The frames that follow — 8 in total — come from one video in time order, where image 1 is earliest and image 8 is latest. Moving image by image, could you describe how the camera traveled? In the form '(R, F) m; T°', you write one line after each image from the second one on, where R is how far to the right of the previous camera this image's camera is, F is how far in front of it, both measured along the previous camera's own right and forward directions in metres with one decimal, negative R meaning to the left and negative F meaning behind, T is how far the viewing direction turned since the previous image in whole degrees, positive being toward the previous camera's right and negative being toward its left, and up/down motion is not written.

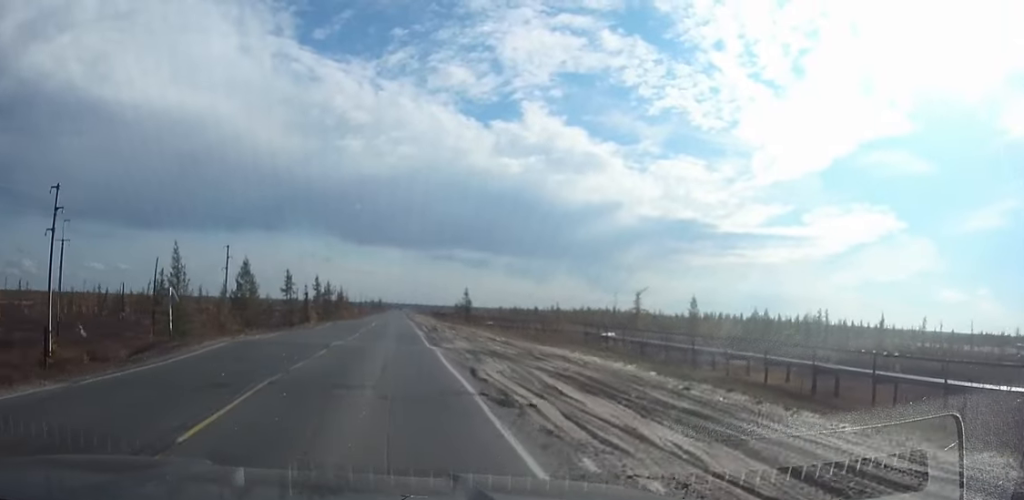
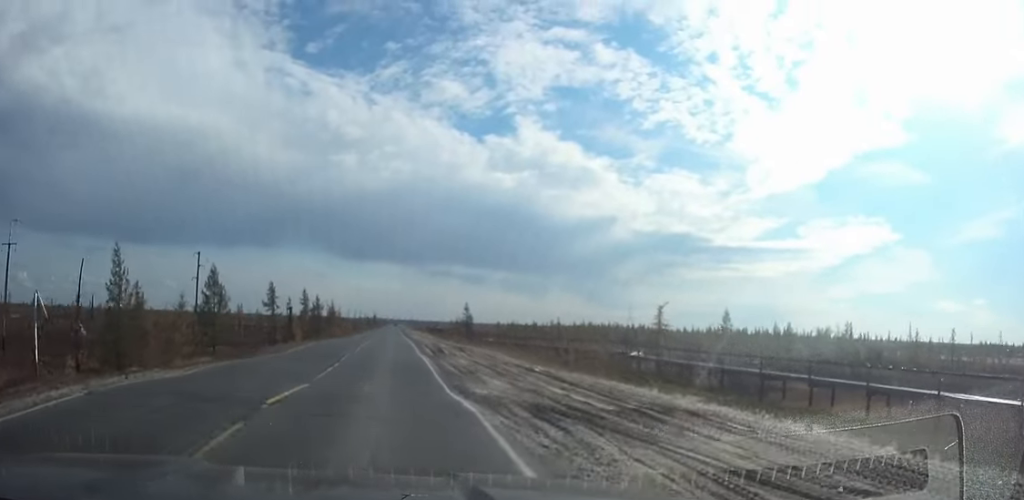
(0.0, +11.5) m; 0°
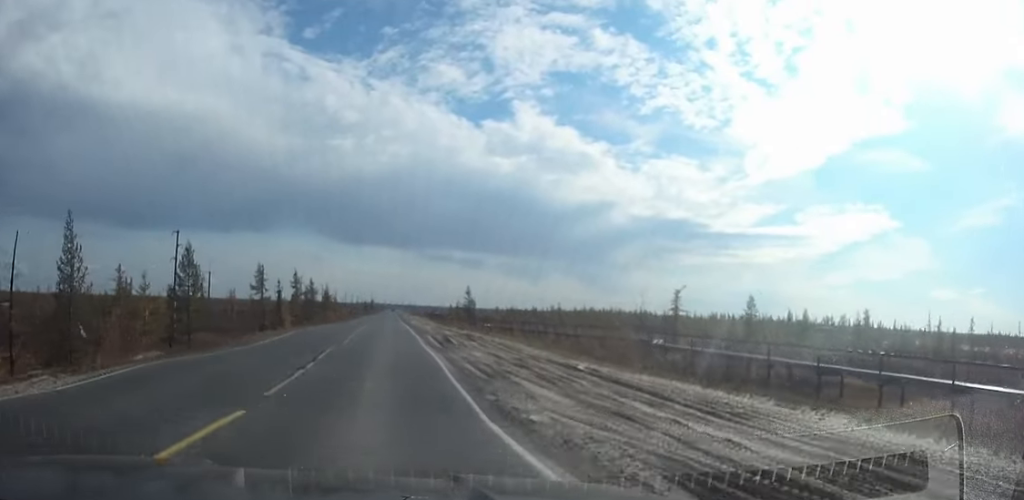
(0.0, +6.9) m; 0°
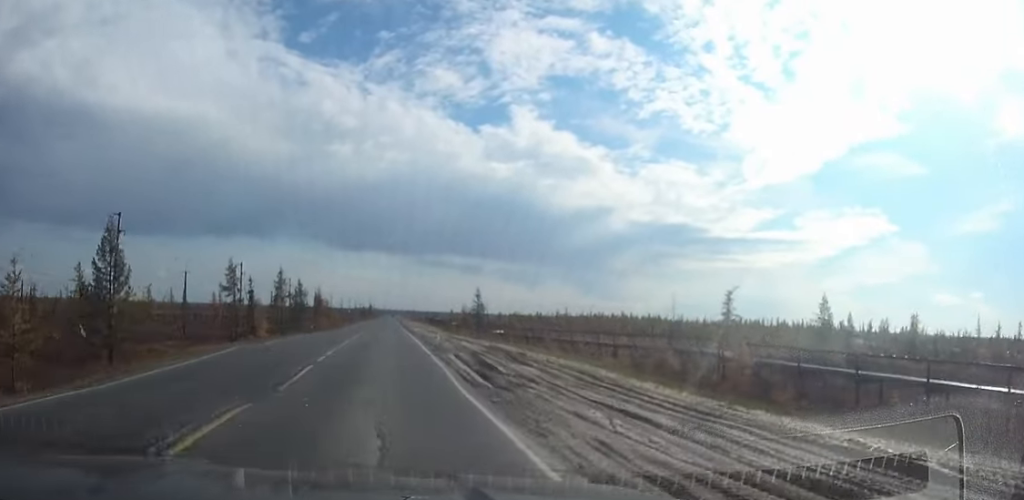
(0.0, +17.3) m; 0°
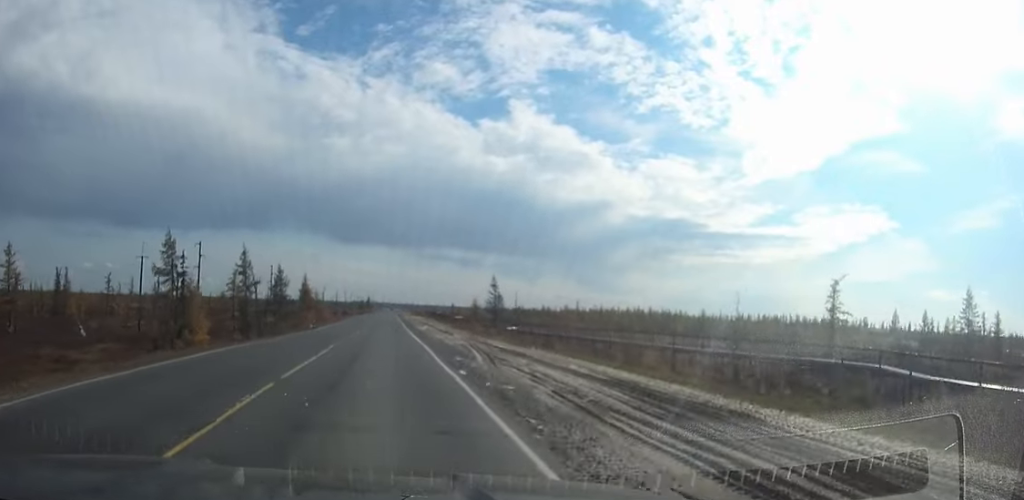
(0.0, +22.9) m; 0°
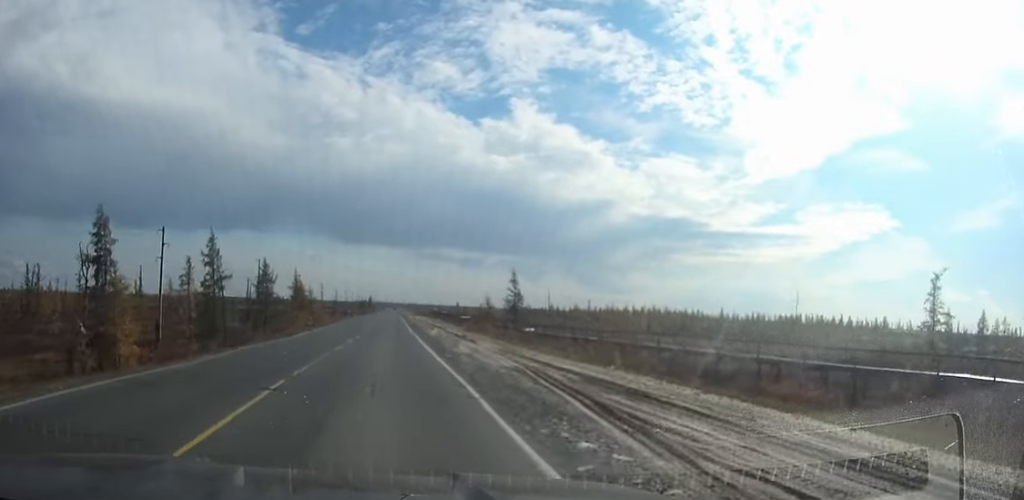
(0.0, +14.9) m; 0°
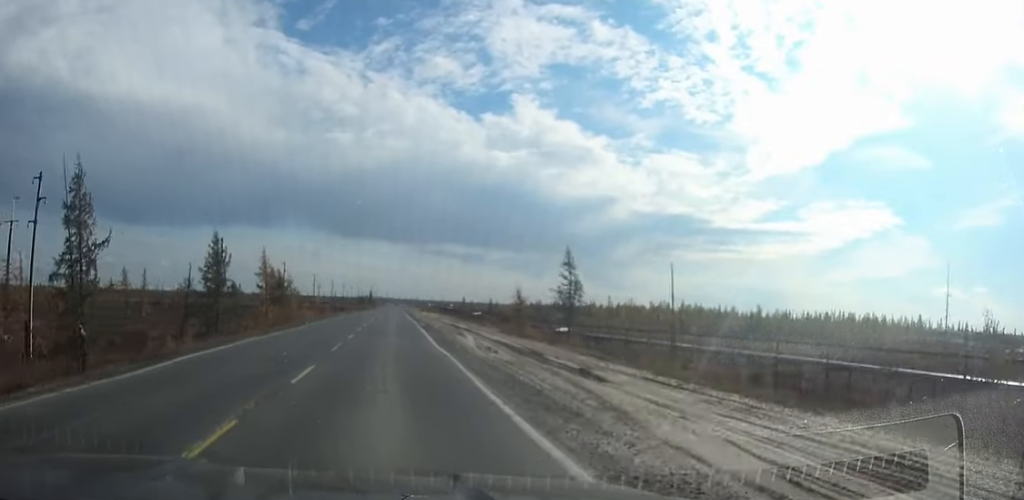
(0.0, +27.0) m; 0°
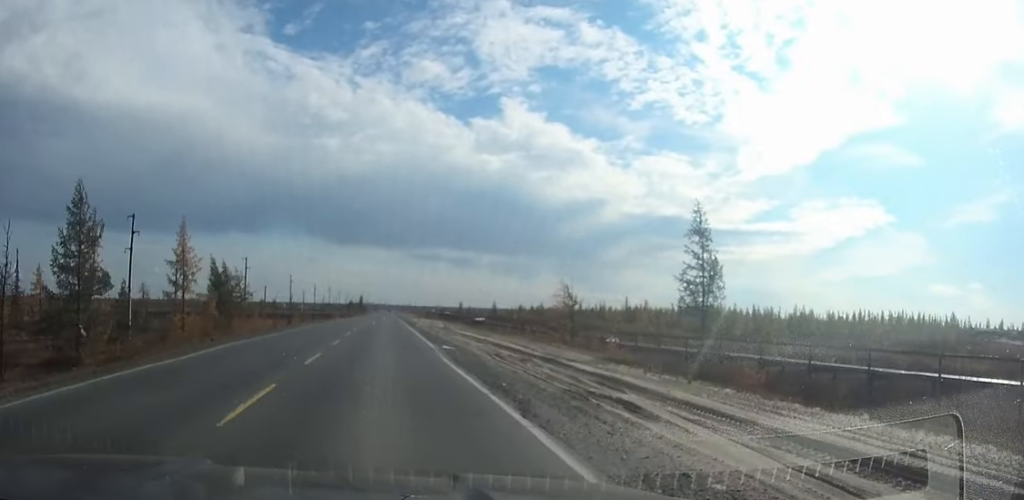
(+0.1, +28.6) m; 0°
